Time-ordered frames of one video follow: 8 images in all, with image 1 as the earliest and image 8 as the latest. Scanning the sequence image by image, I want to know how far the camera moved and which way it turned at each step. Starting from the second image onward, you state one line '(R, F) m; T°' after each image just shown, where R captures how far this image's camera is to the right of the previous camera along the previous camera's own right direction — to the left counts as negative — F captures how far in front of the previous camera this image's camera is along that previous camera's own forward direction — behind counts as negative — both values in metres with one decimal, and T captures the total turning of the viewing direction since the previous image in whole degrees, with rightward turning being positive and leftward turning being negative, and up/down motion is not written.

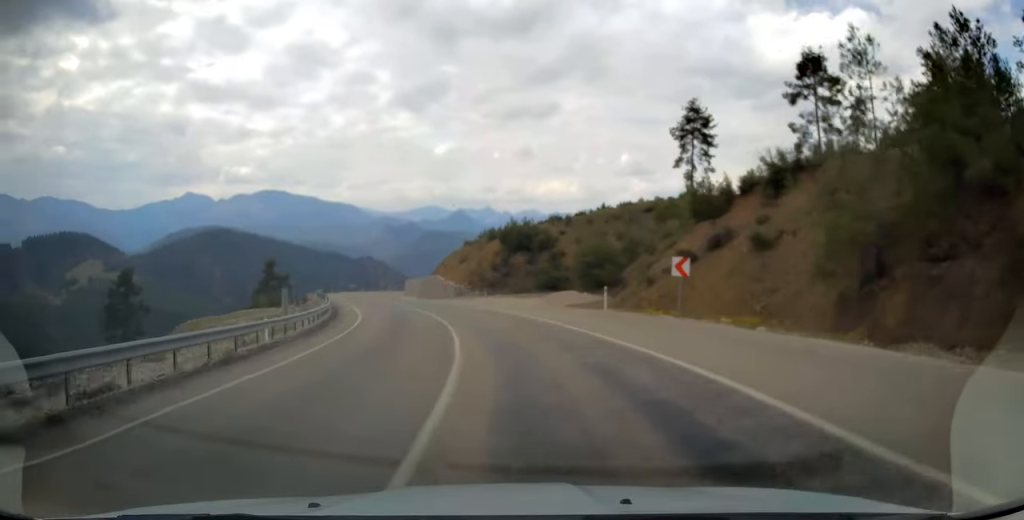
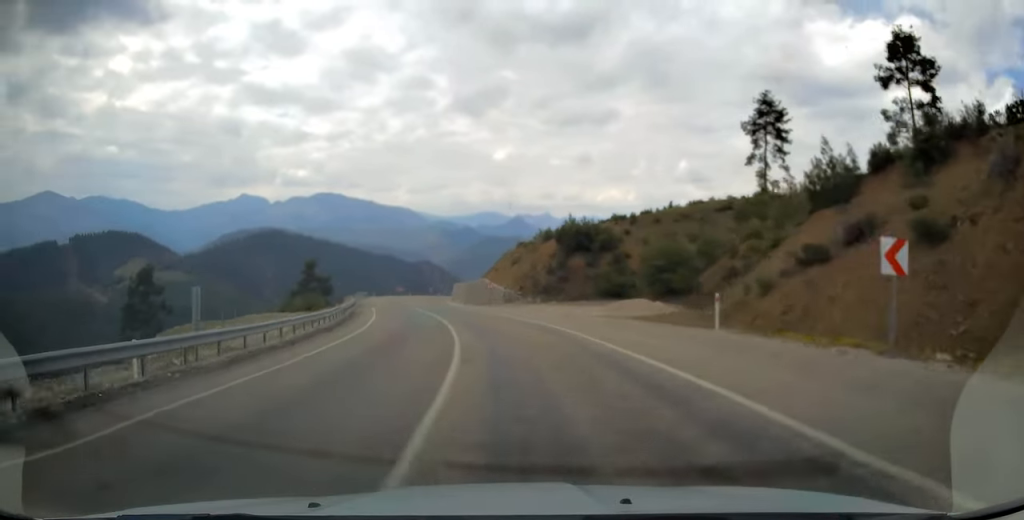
(-0.4, +10.0) m; -5°
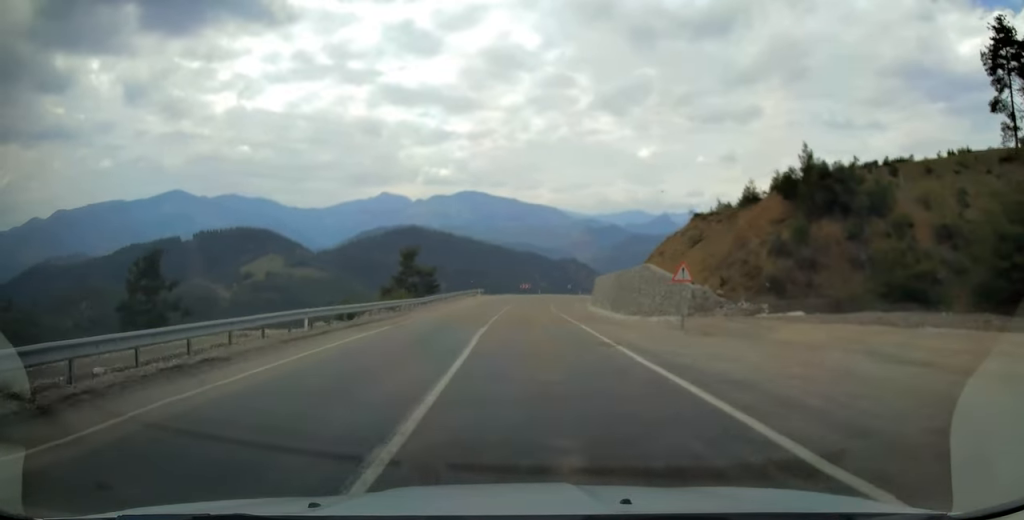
(-4.7, +34.4) m; -13°
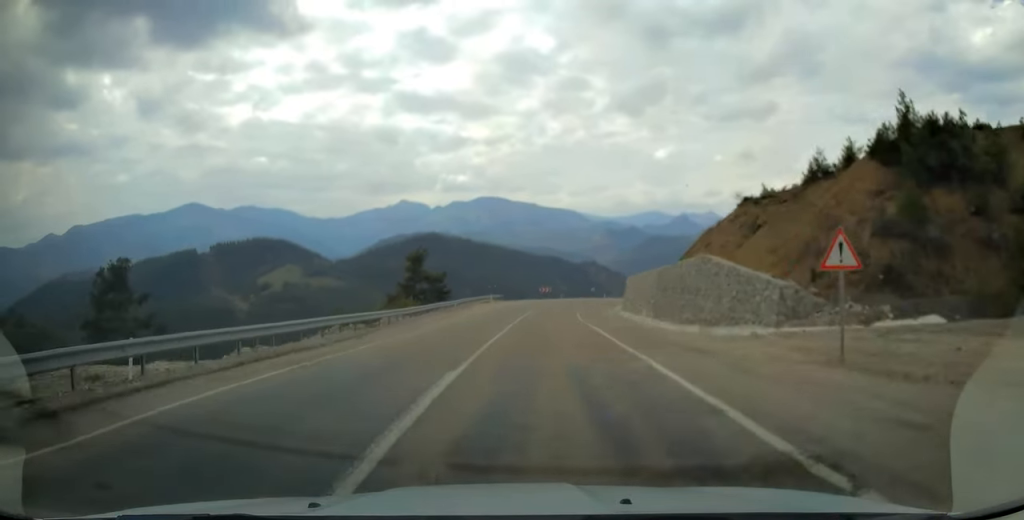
(-0.2, +10.5) m; -1°
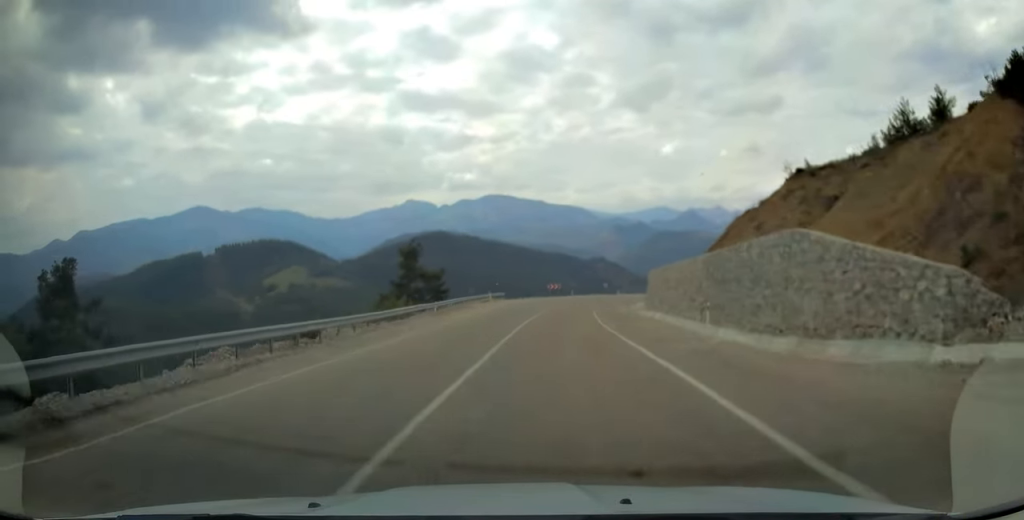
(-0.1, +10.5) m; -1°
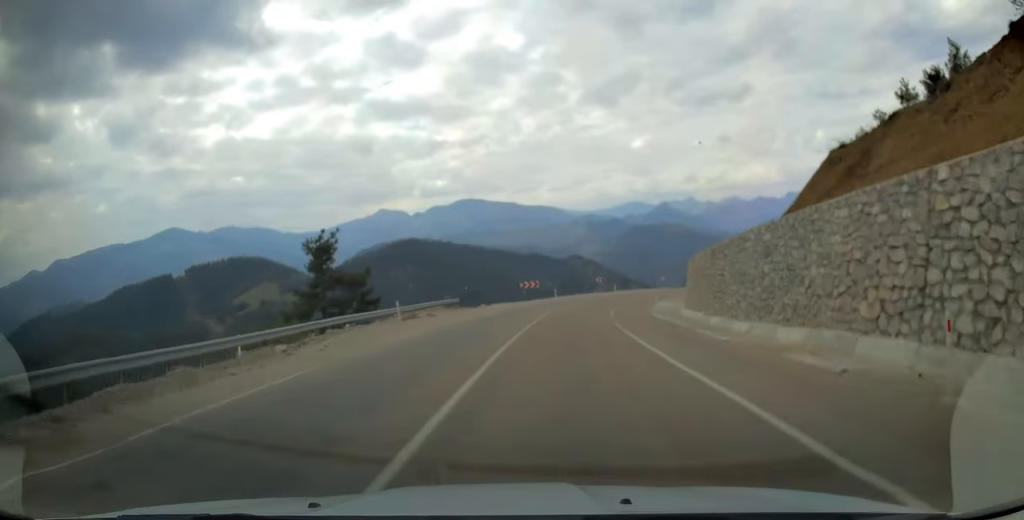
(+0.2, +29.2) m; +3°
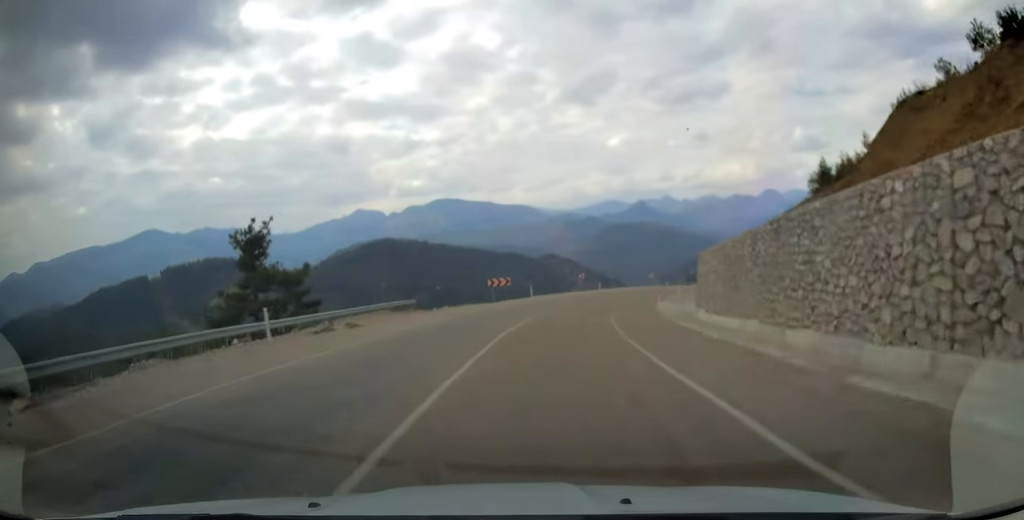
(0.0, +11.2) m; +2°
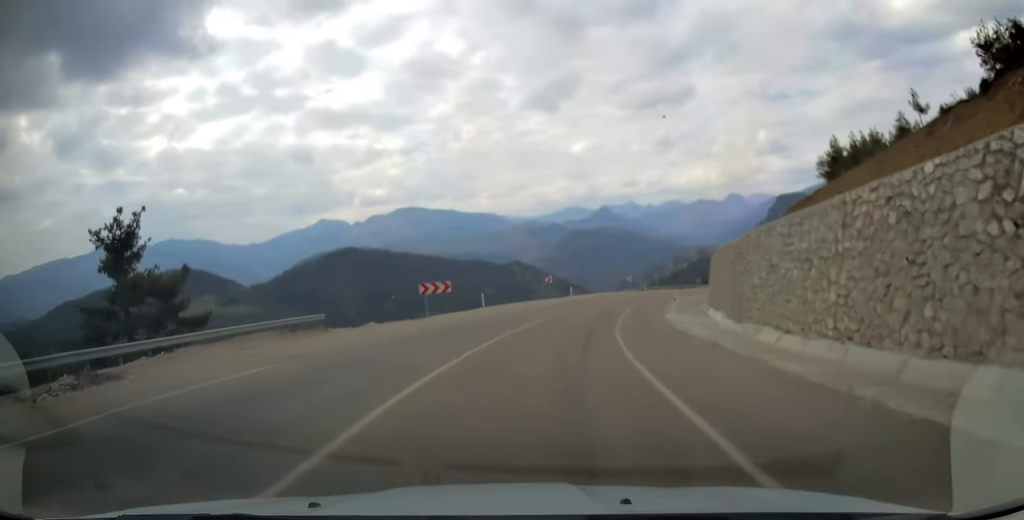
(+0.4, +14.5) m; +4°
